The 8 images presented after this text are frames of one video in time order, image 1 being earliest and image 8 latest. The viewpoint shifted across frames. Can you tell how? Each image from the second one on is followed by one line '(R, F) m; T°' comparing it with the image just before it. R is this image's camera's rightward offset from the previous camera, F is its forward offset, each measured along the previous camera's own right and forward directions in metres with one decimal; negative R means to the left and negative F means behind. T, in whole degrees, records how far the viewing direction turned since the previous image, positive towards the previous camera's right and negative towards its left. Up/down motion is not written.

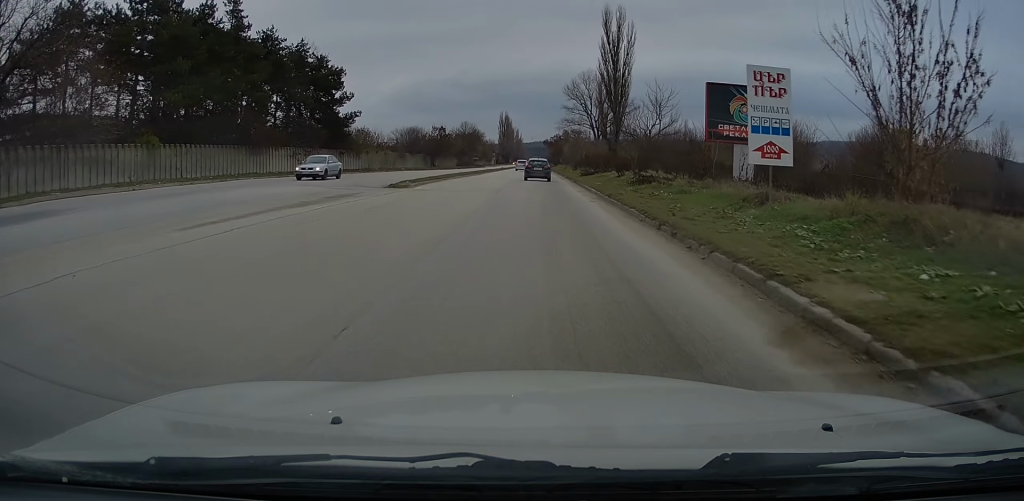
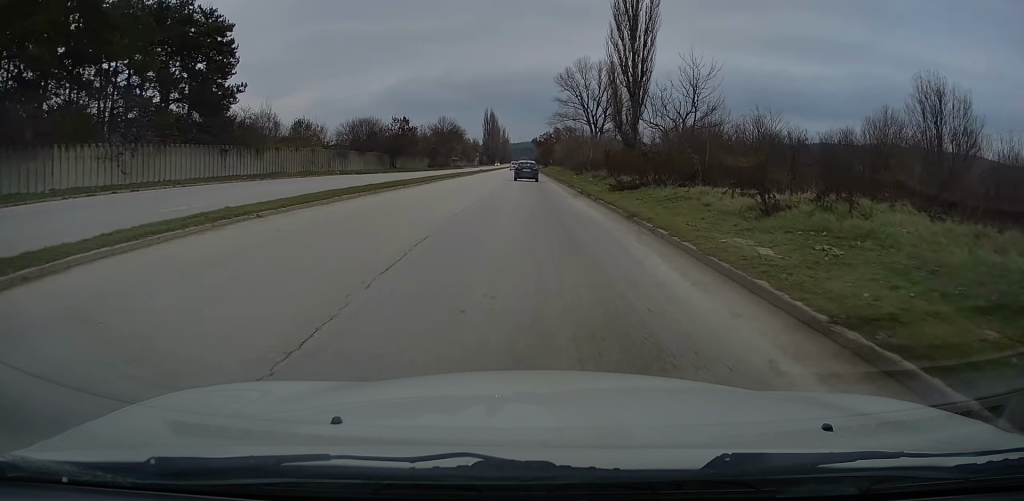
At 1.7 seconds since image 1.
(+0.5, +25.3) m; +1°
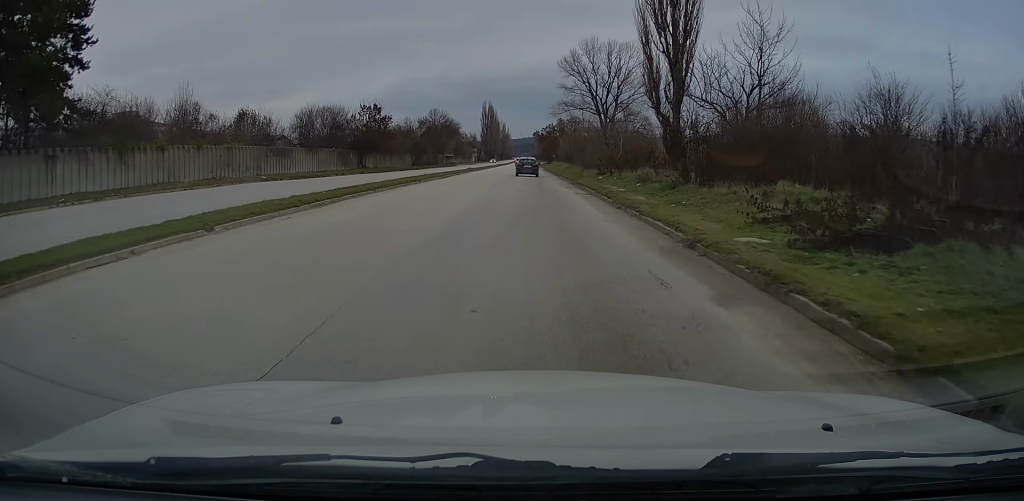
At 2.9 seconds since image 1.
(-0.4, +18.1) m; -1°
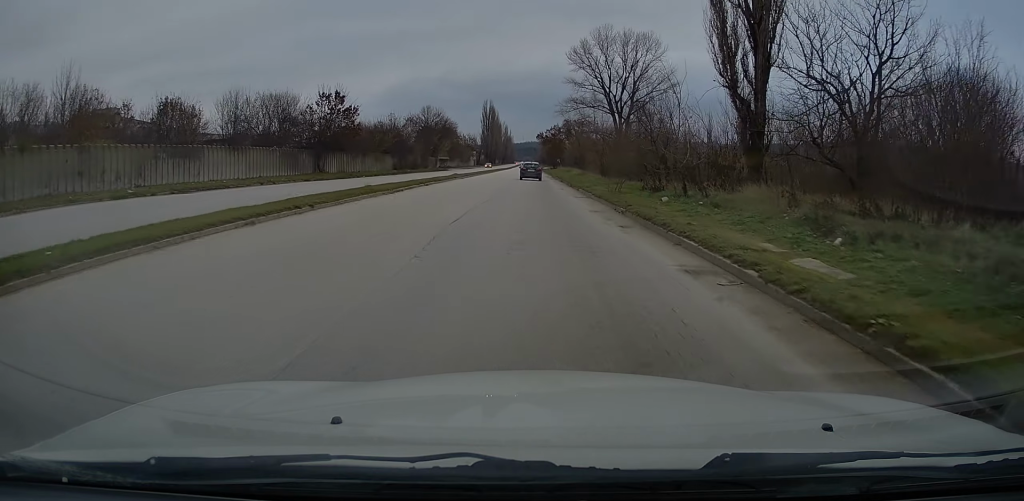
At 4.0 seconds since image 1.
(0.0, +16.4) m; 0°
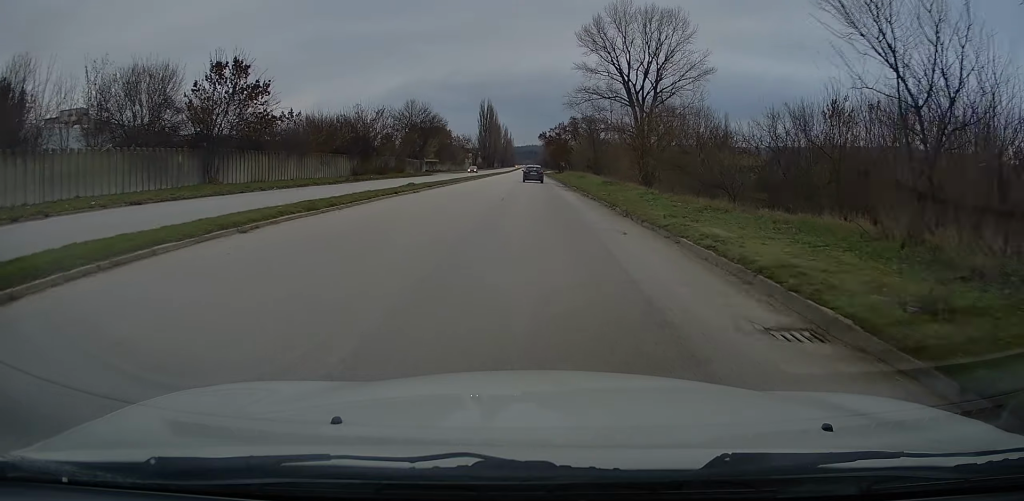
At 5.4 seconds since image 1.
(0.0, +21.7) m; 0°
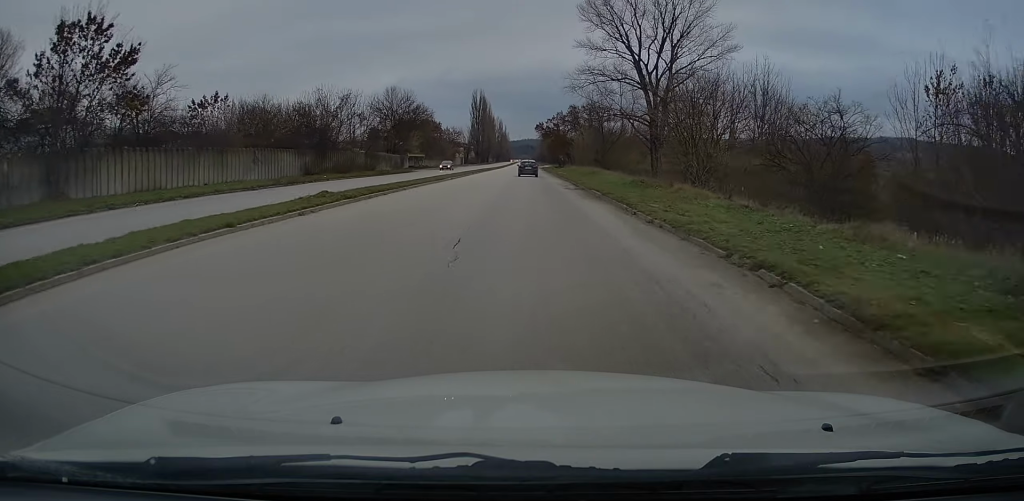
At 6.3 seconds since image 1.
(0.0, +14.1) m; +1°
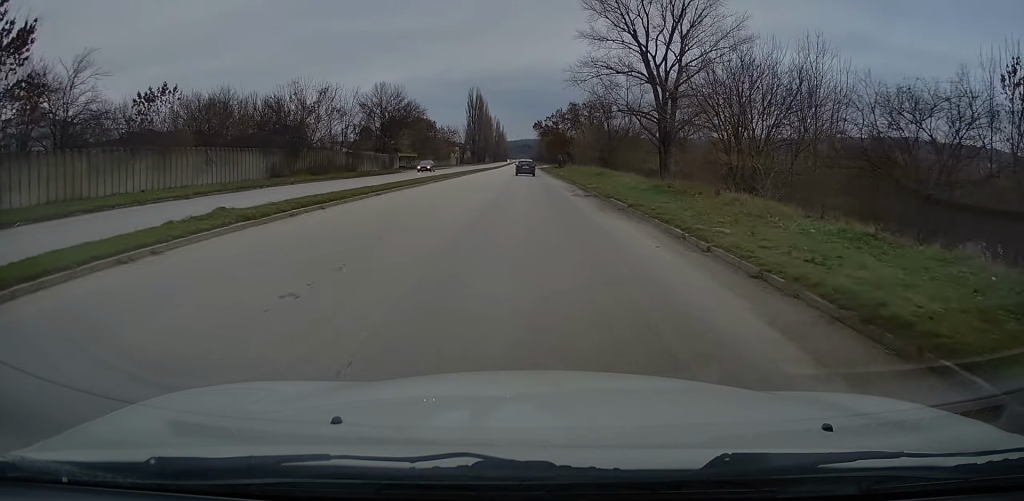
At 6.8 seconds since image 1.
(+0.1, +6.8) m; 0°
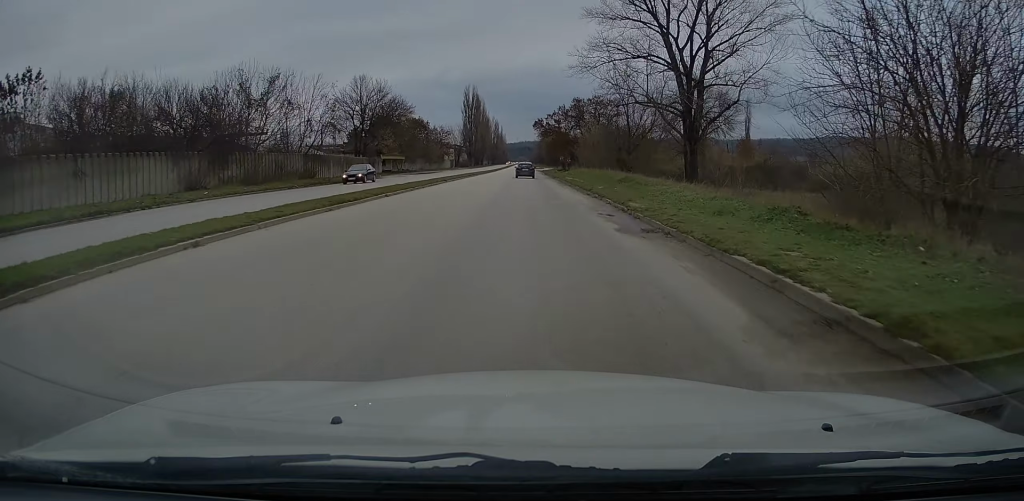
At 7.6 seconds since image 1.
(+0.3, +12.5) m; 0°
